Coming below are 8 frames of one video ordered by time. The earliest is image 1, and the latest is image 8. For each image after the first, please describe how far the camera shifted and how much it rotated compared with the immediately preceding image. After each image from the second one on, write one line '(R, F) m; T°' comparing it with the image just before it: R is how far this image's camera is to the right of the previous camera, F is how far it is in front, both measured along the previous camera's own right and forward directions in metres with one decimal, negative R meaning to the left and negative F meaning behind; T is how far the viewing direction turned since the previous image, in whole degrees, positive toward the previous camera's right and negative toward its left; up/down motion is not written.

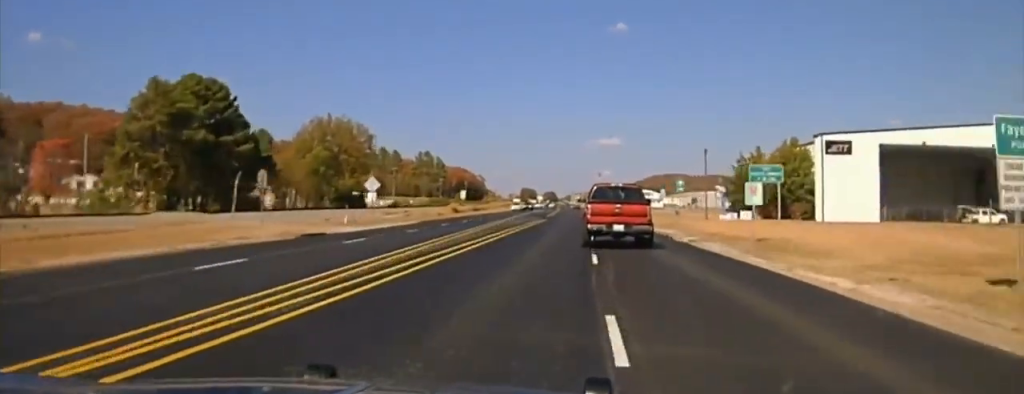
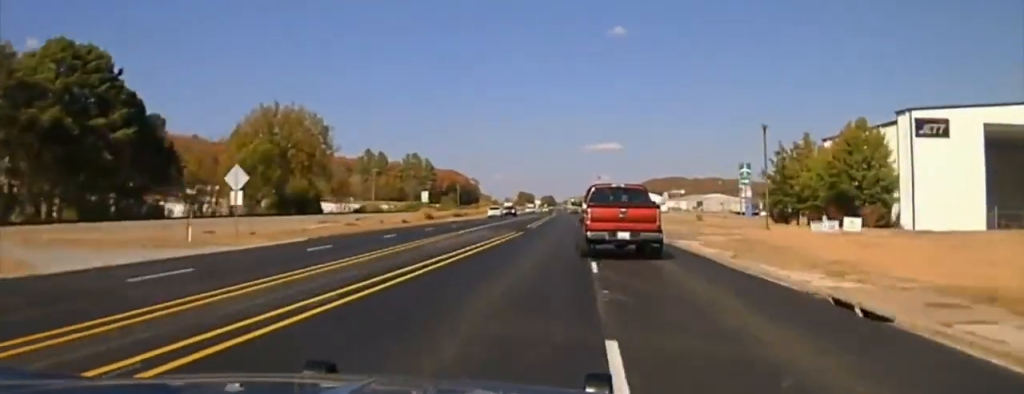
(0.0, +25.6) m; 0°
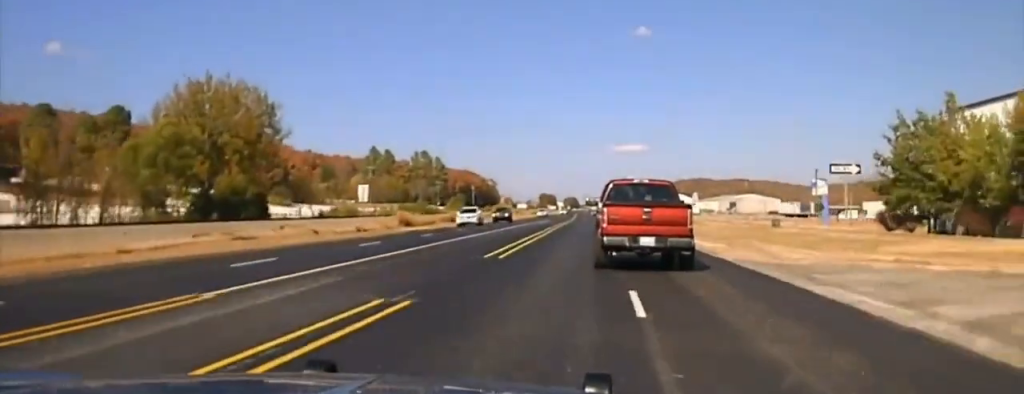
(-0.1, +33.0) m; -1°
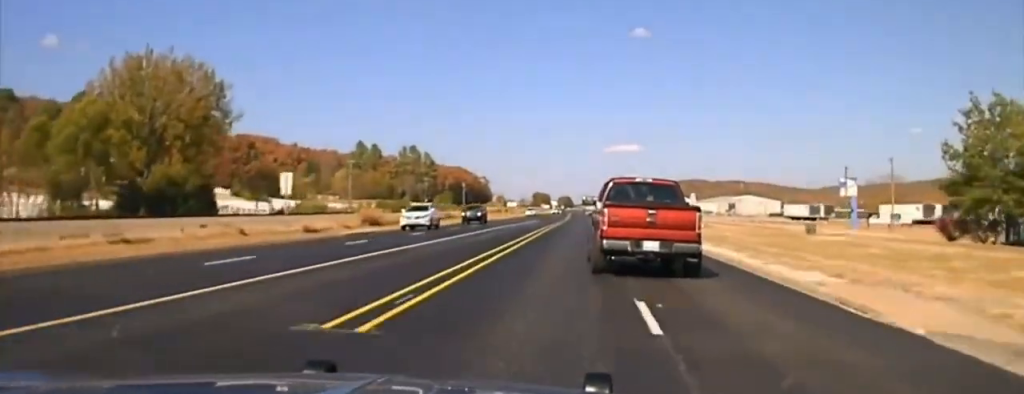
(-0.1, +15.8) m; -1°
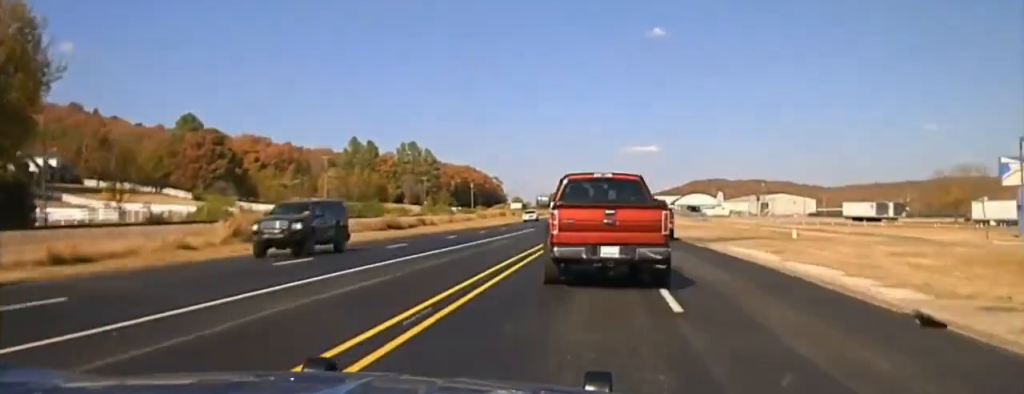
(-0.4, +38.1) m; -1°
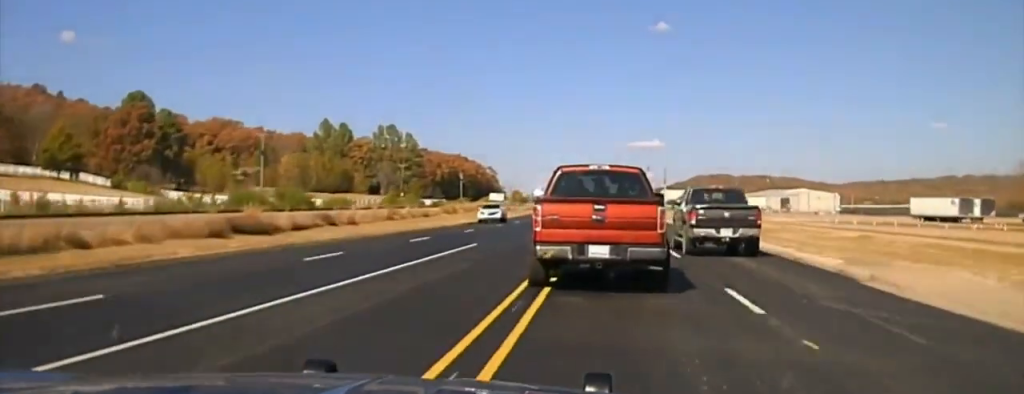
(-0.1, +39.9) m; 0°
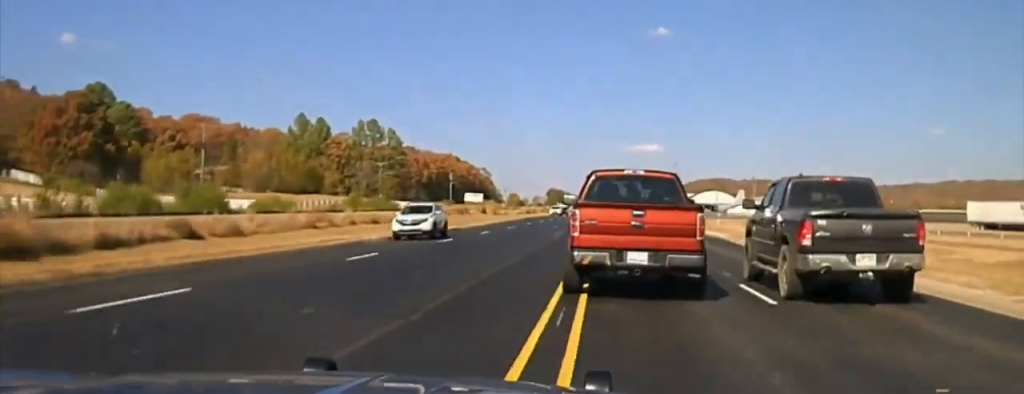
(+0.1, +21.8) m; +1°
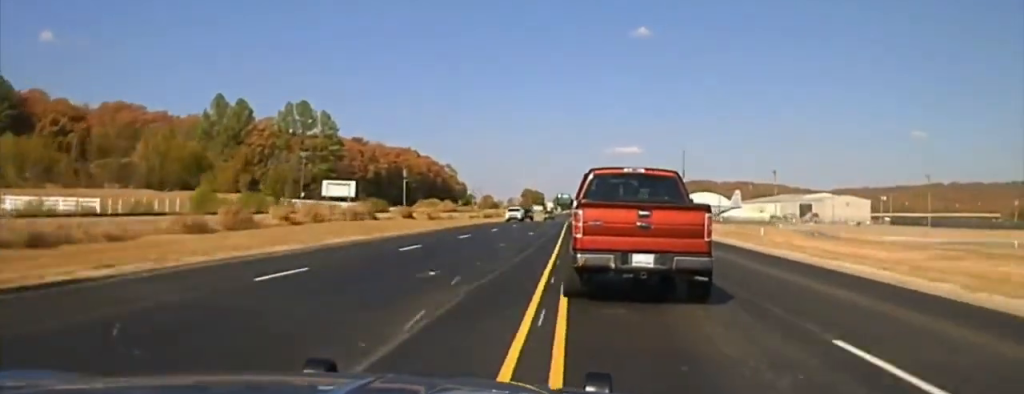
(+0.4, +39.1) m; +1°
